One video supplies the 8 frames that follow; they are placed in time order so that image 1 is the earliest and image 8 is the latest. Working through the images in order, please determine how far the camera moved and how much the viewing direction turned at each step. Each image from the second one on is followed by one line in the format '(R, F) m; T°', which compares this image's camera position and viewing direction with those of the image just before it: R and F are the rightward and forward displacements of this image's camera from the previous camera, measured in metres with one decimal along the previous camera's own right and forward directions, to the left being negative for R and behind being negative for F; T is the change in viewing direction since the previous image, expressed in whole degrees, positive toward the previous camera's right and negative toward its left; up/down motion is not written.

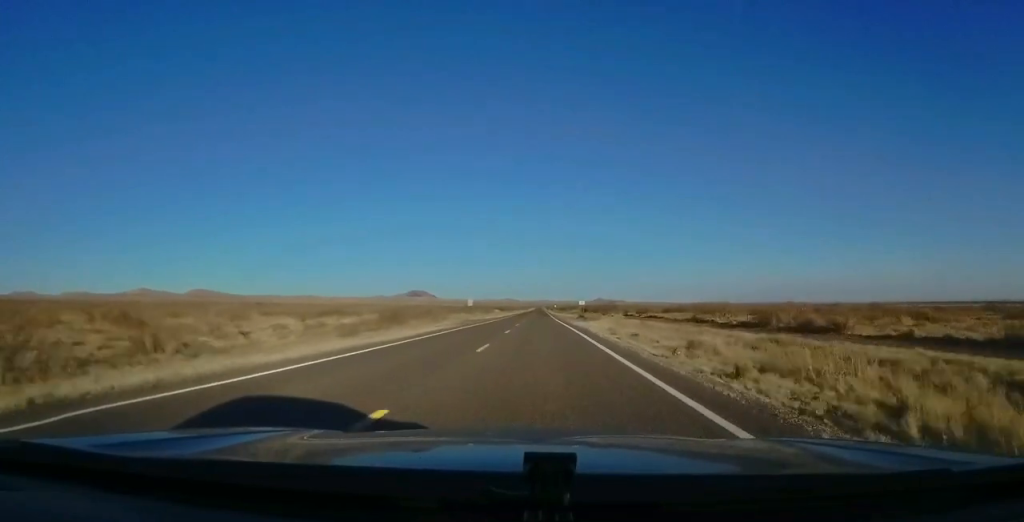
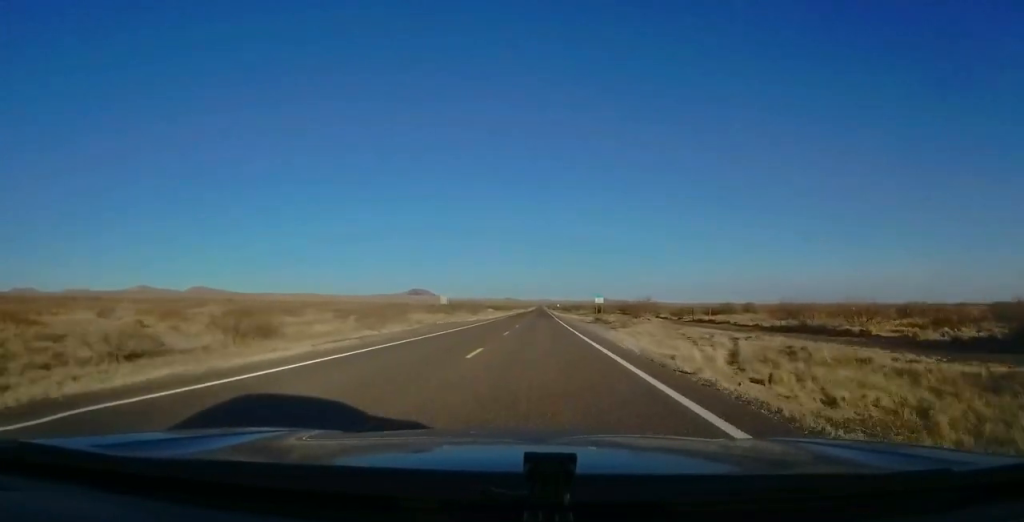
(-0.1, +26.5) m; 0°
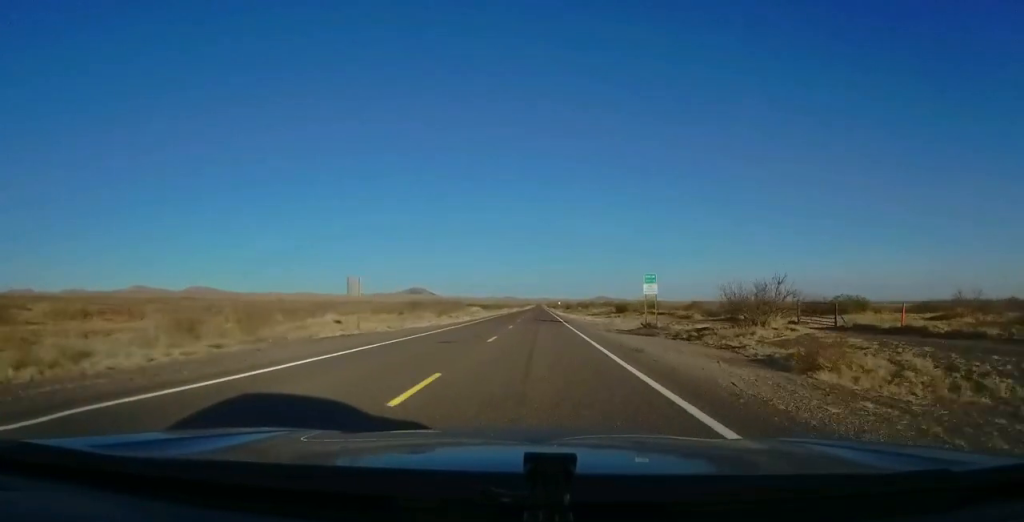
(+0.1, +31.3) m; 0°
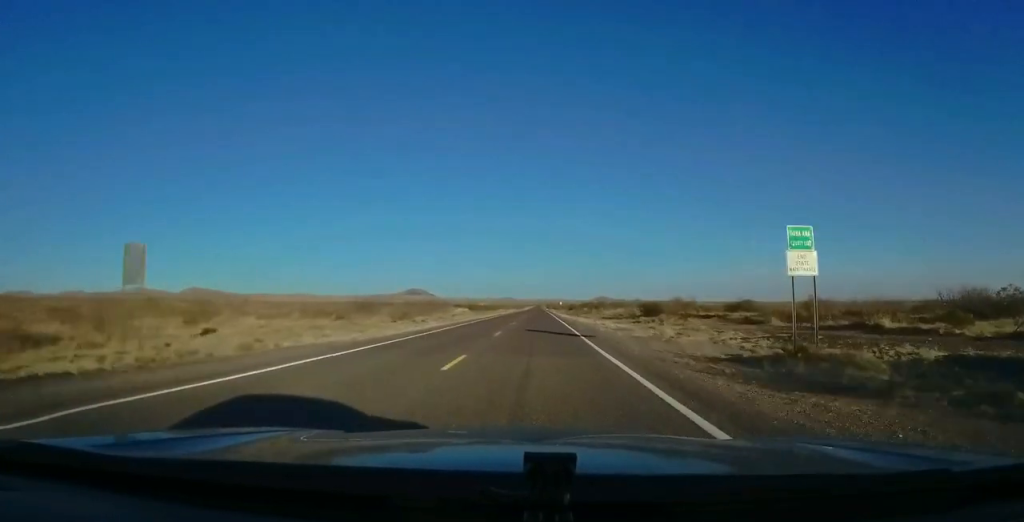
(0.0, +20.5) m; +1°
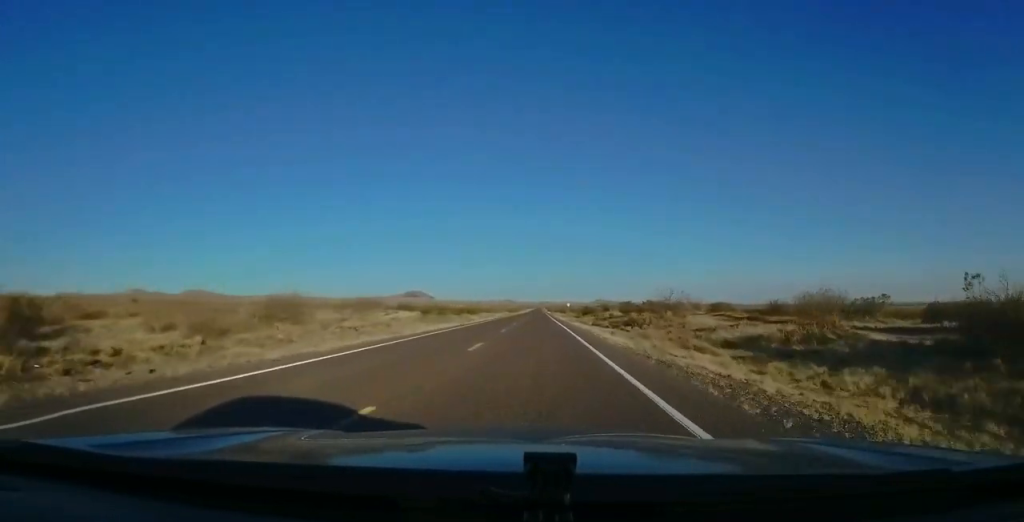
(+0.5, +44.0) m; 0°
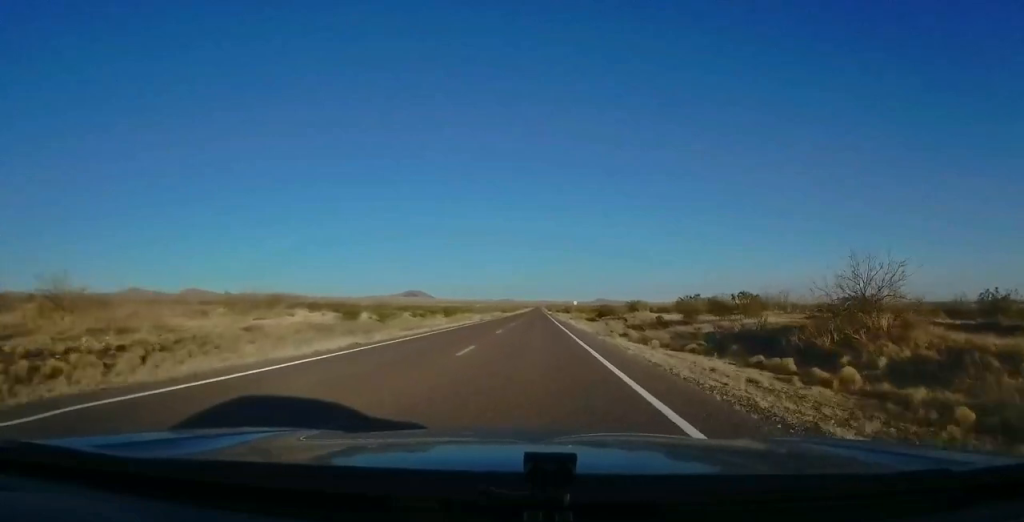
(-0.4, +26.4) m; -1°
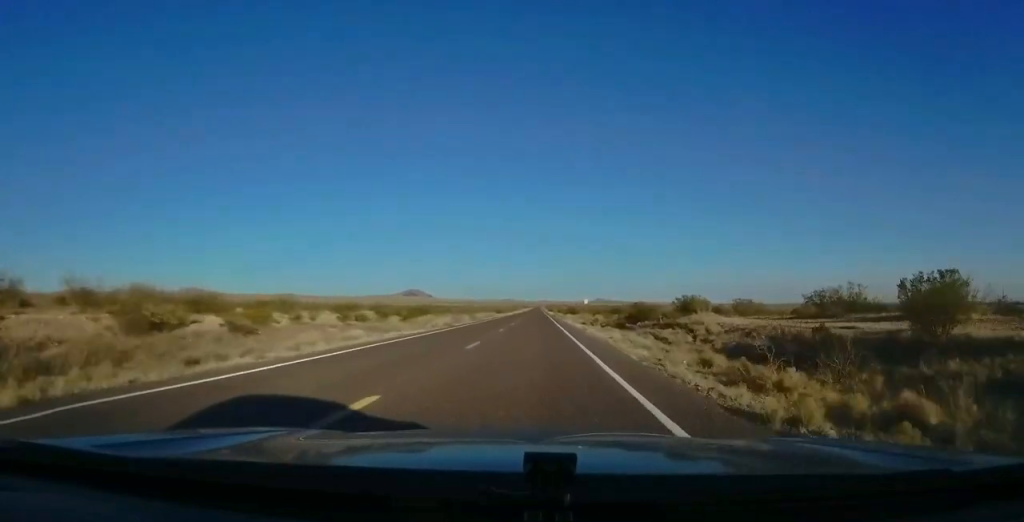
(0.0, +22.5) m; 0°
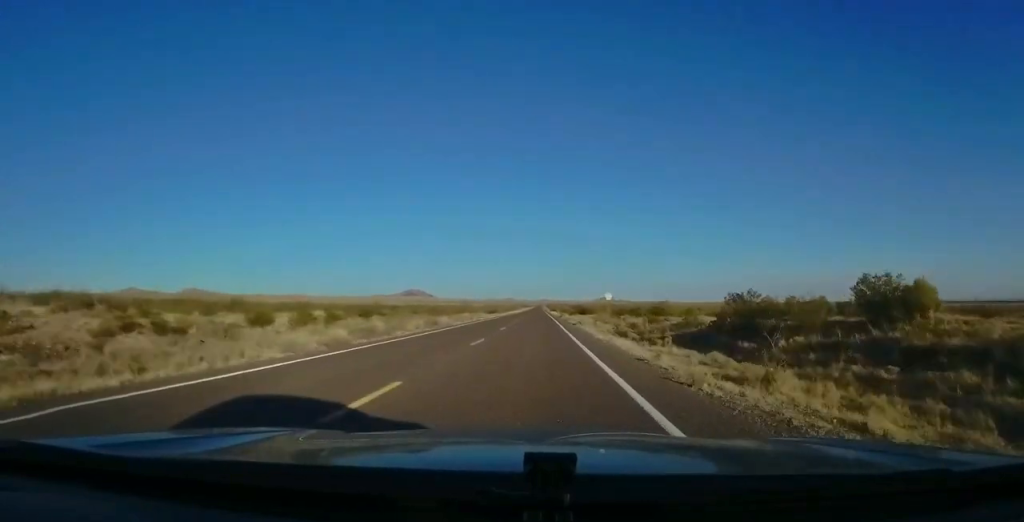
(-0.1, +23.5) m; +1°
